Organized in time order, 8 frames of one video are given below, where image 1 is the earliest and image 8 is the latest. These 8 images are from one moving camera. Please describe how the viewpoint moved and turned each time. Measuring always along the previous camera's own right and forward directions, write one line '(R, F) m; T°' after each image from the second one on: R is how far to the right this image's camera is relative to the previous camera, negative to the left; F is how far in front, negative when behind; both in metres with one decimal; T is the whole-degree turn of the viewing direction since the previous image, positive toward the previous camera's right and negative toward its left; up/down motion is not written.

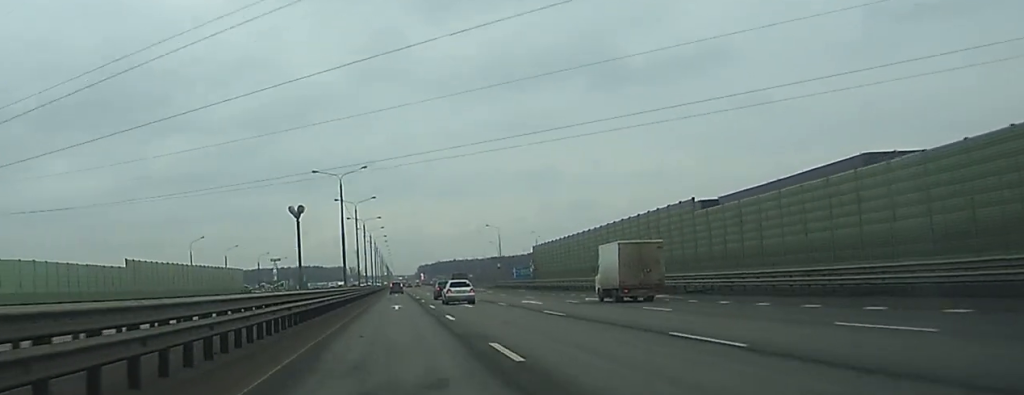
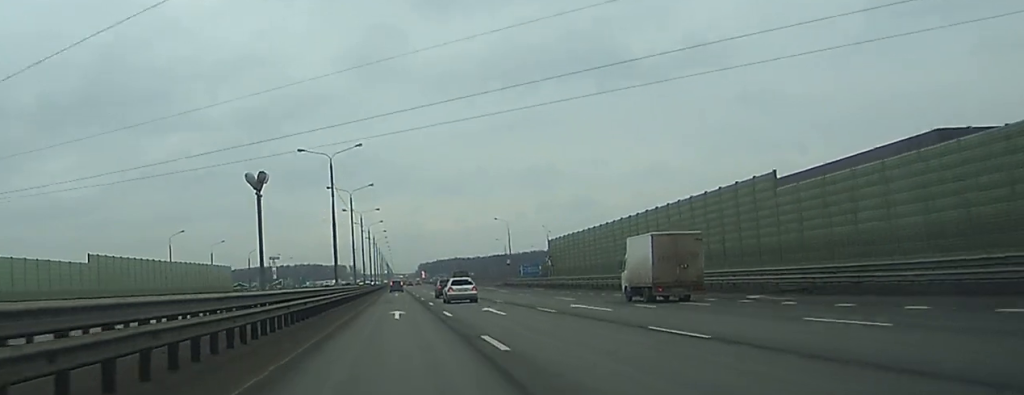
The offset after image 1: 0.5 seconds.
(0.0, +14.5) m; 0°
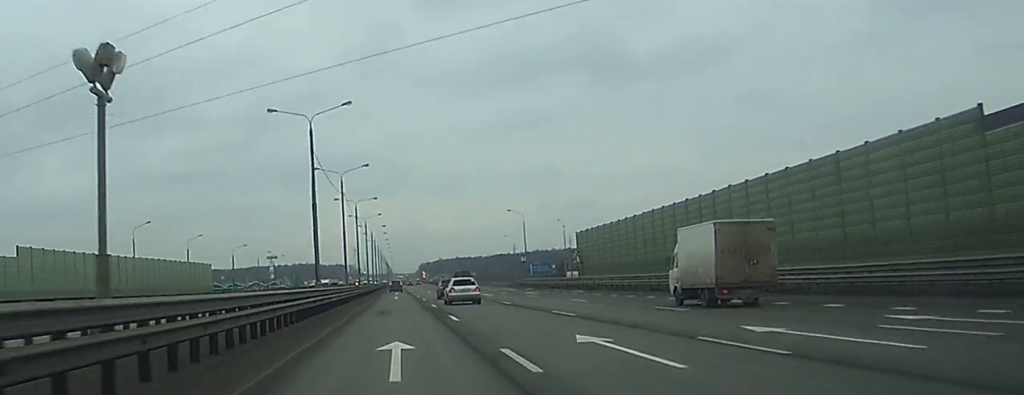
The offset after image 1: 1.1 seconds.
(0.0, +19.6) m; 0°
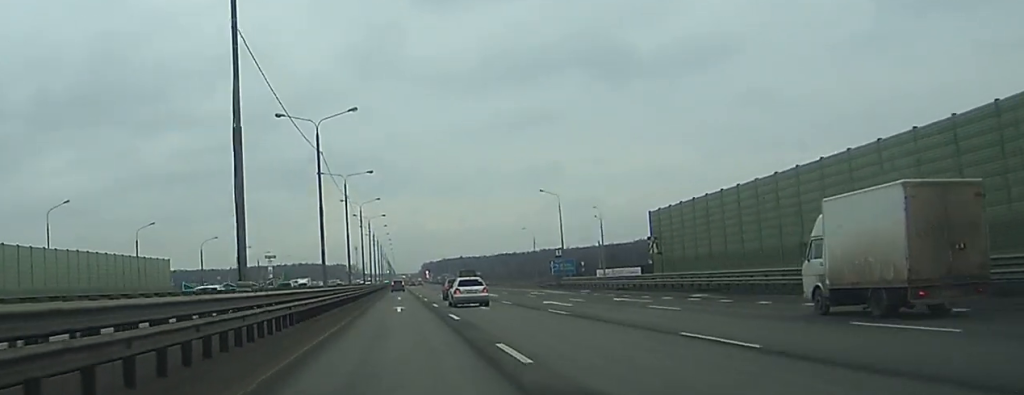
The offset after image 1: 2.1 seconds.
(0.0, +30.9) m; 0°
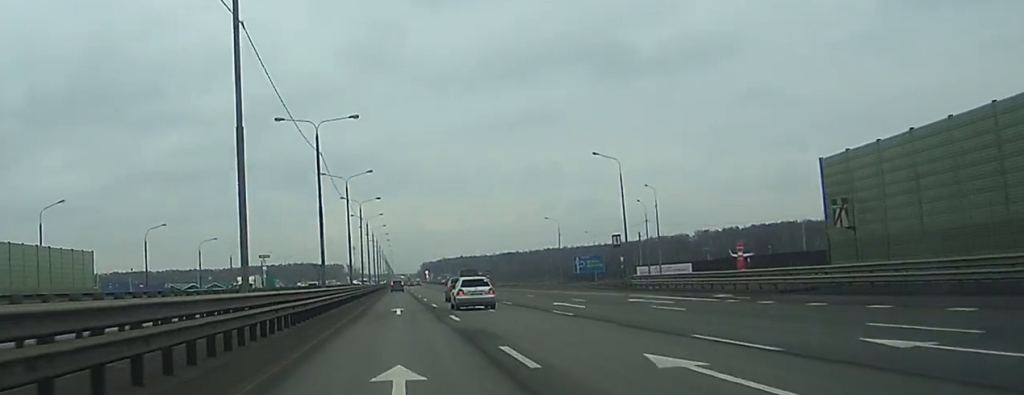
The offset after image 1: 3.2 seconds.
(+0.2, +33.0) m; 0°
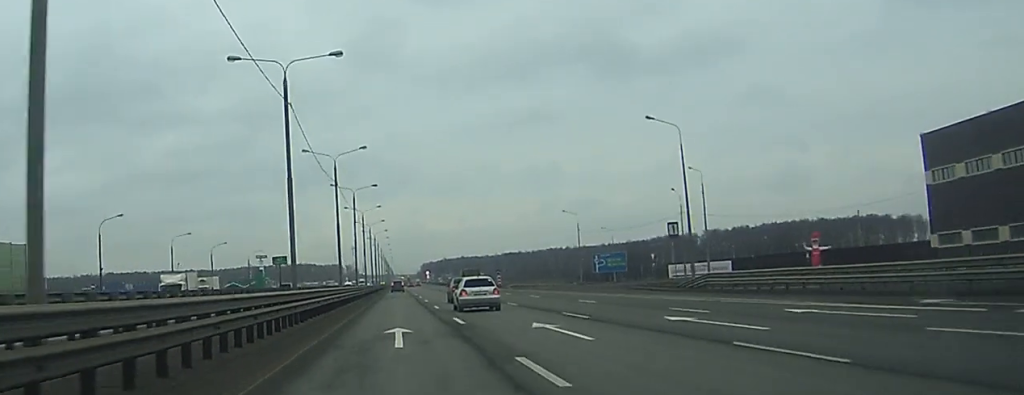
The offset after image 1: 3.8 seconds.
(0.0, +18.5) m; 0°
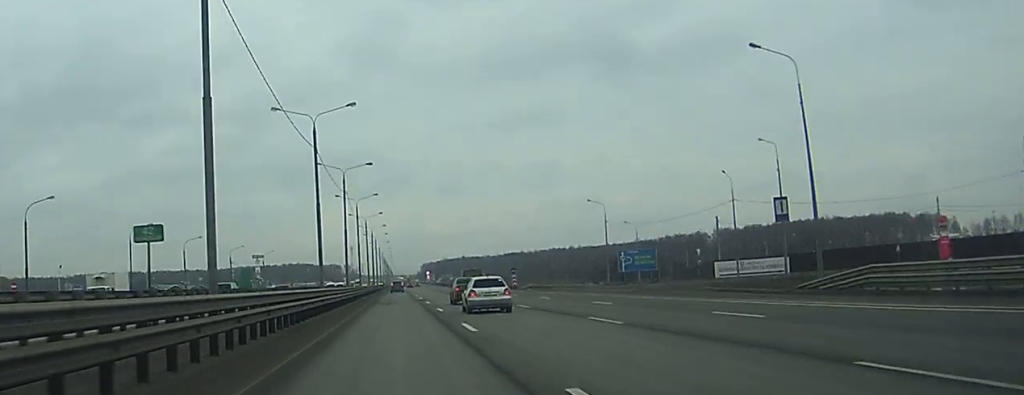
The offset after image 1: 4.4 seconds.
(0.0, +20.5) m; 0°
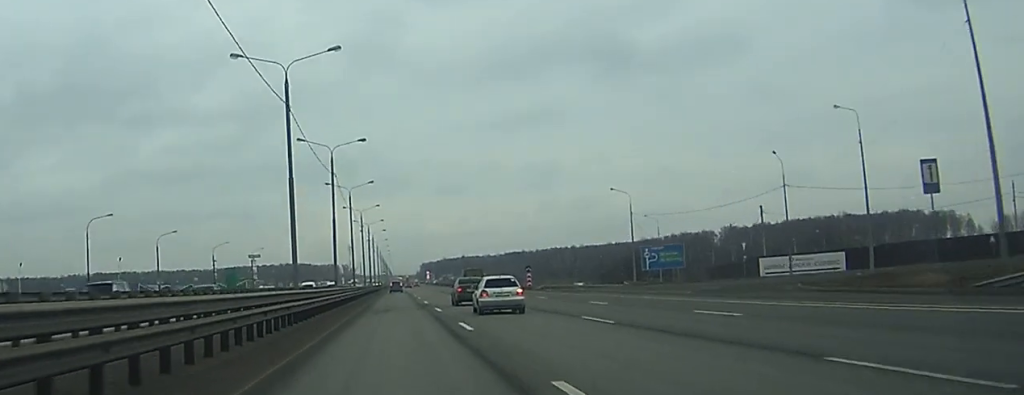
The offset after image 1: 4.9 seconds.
(0.0, +15.3) m; 0°
